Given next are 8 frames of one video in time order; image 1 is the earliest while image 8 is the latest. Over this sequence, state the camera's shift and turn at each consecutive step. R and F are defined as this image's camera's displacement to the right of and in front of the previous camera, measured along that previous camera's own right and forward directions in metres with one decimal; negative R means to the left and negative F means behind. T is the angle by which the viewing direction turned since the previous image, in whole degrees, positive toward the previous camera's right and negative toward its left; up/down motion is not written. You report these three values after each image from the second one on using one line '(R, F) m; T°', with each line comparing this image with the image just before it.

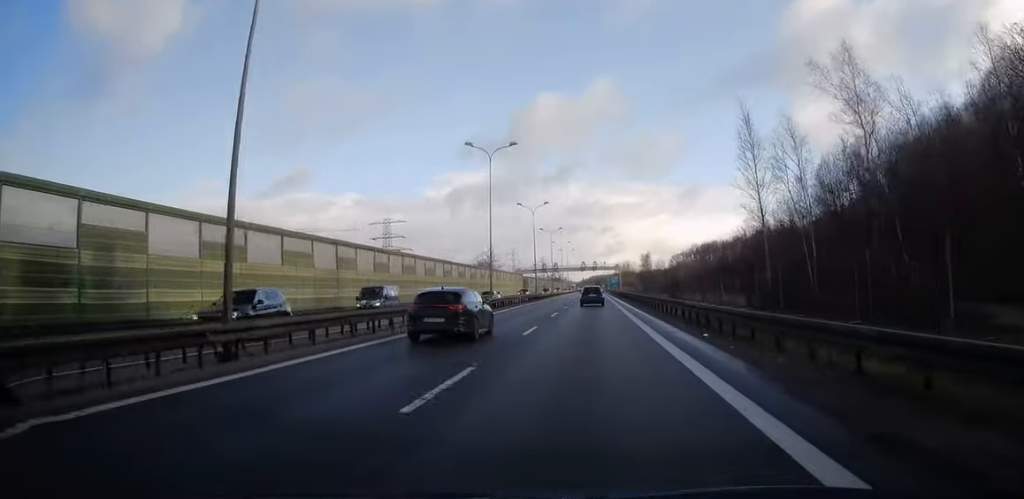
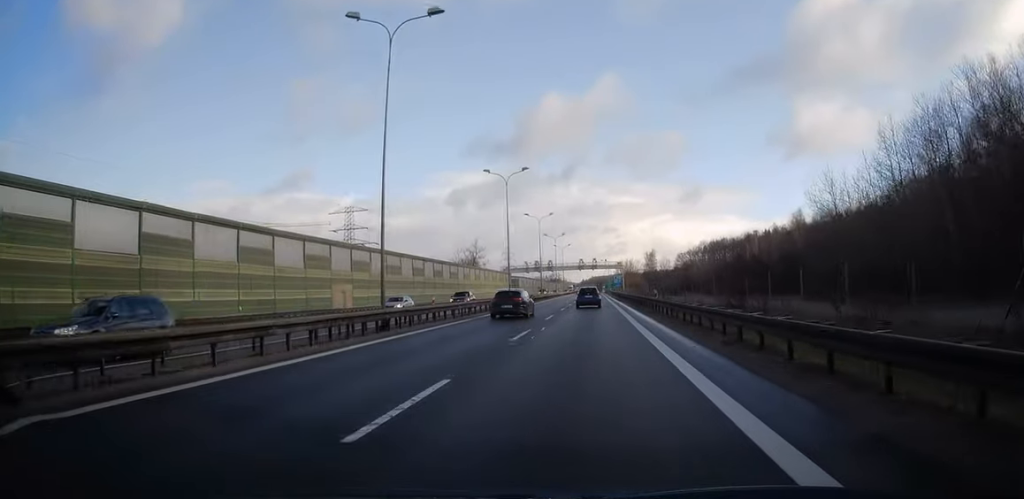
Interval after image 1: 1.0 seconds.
(0.0, +25.2) m; 0°
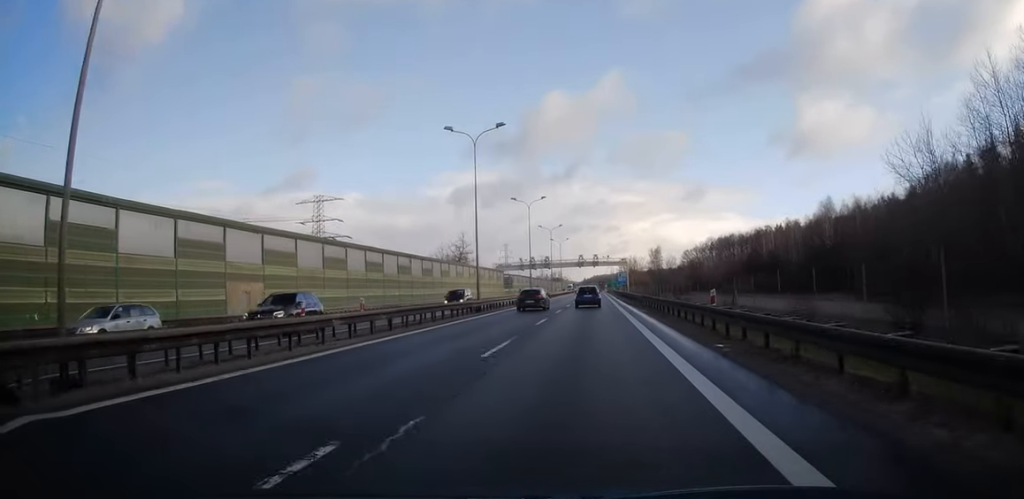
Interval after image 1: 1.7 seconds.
(0.0, +16.5) m; 0°
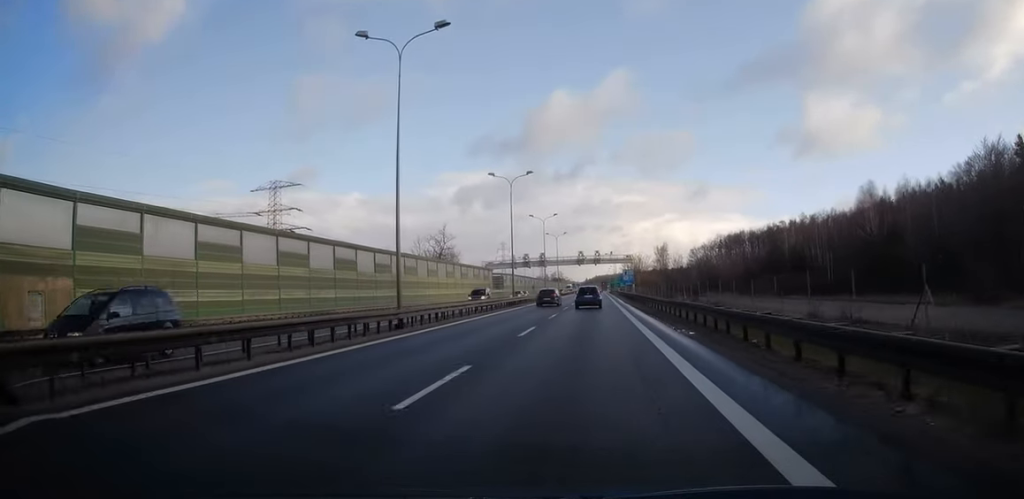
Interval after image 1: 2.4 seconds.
(0.0, +18.0) m; 0°
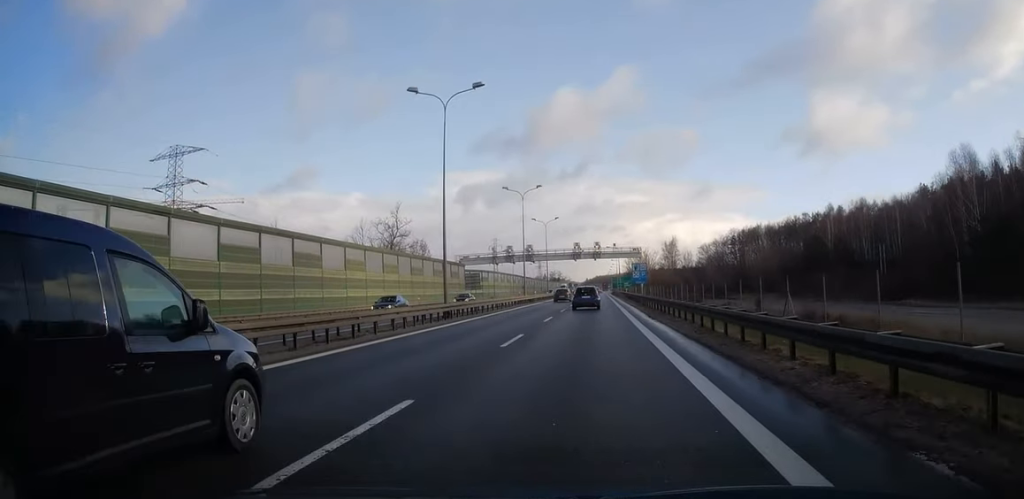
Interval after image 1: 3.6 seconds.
(0.0, +27.5) m; 0°
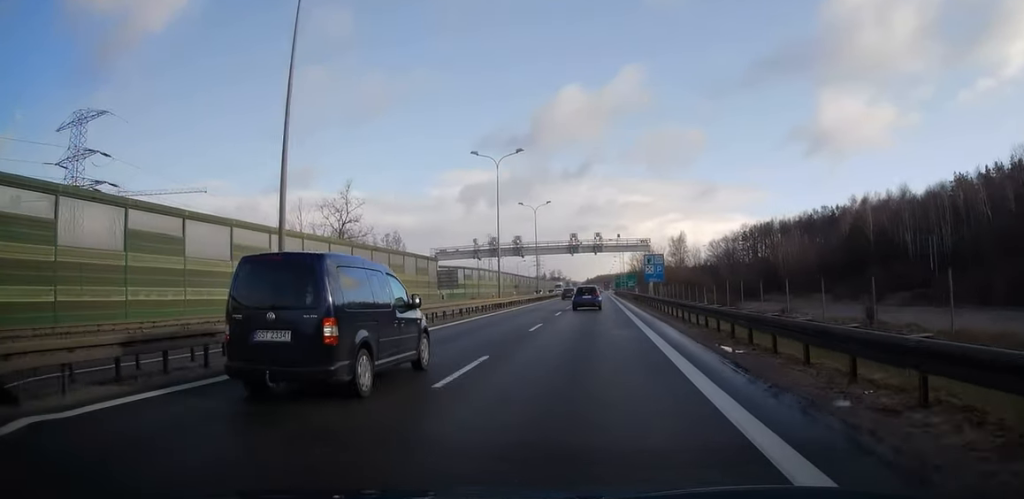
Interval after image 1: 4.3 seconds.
(0.0, +18.6) m; 0°
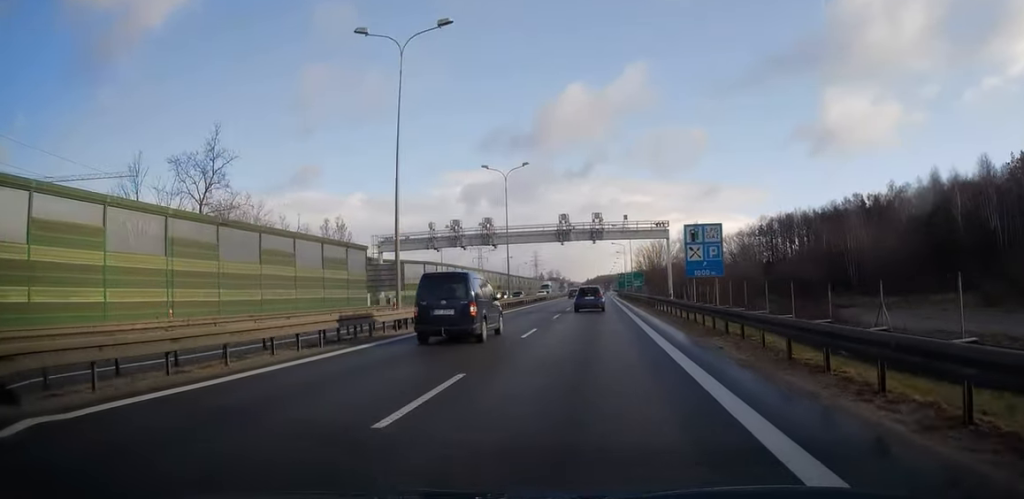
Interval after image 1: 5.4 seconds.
(0.0, +26.7) m; 0°
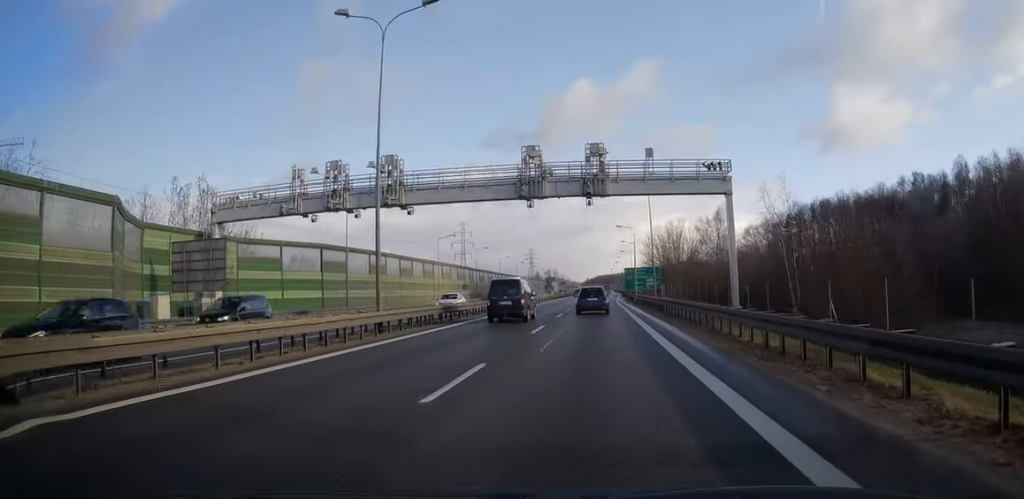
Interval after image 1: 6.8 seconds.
(0.0, +34.3) m; 0°
